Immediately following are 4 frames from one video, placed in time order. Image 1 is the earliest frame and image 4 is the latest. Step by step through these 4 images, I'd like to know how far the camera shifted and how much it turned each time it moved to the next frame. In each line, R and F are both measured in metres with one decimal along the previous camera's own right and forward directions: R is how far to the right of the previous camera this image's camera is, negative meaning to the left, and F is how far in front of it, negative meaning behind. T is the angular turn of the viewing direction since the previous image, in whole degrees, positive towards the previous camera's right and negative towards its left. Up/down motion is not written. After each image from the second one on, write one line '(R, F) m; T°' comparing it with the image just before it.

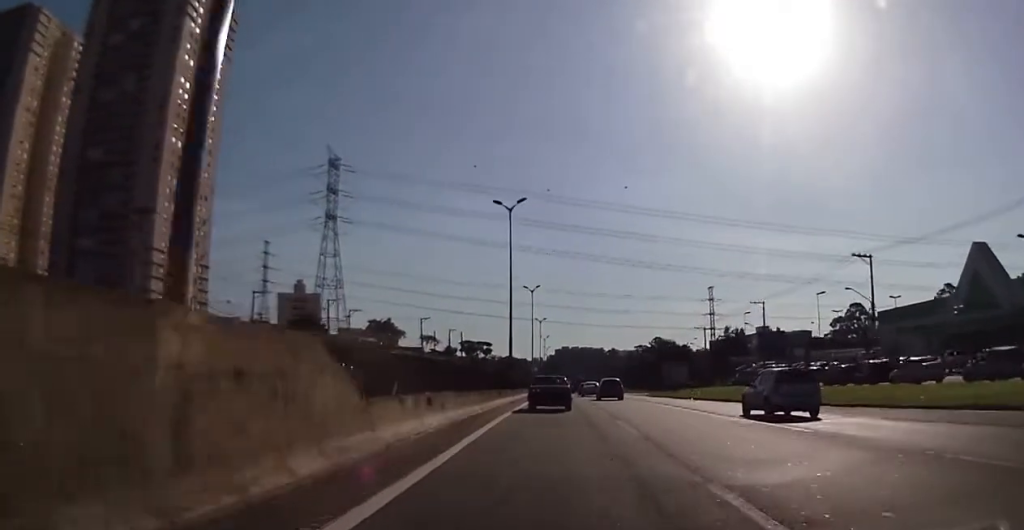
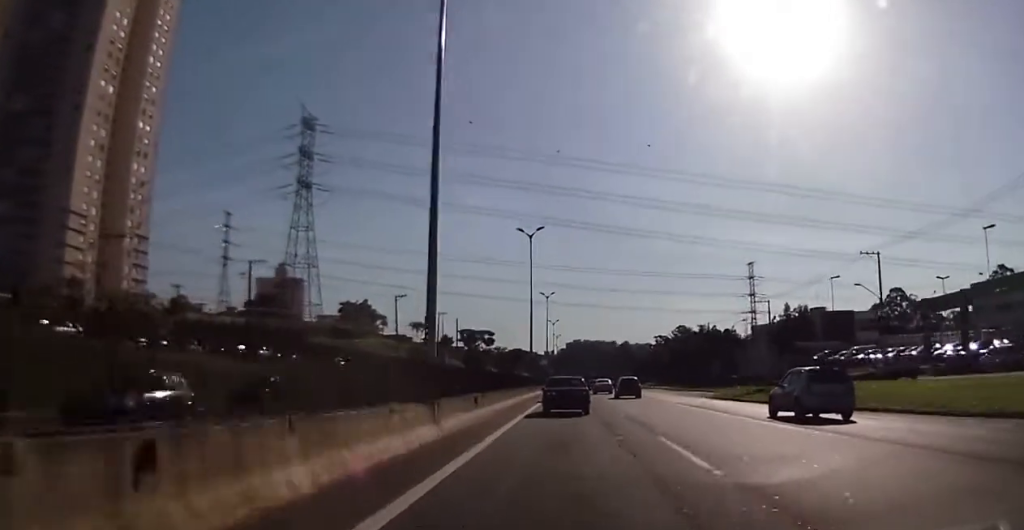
(-0.5, +32.0) m; -2°
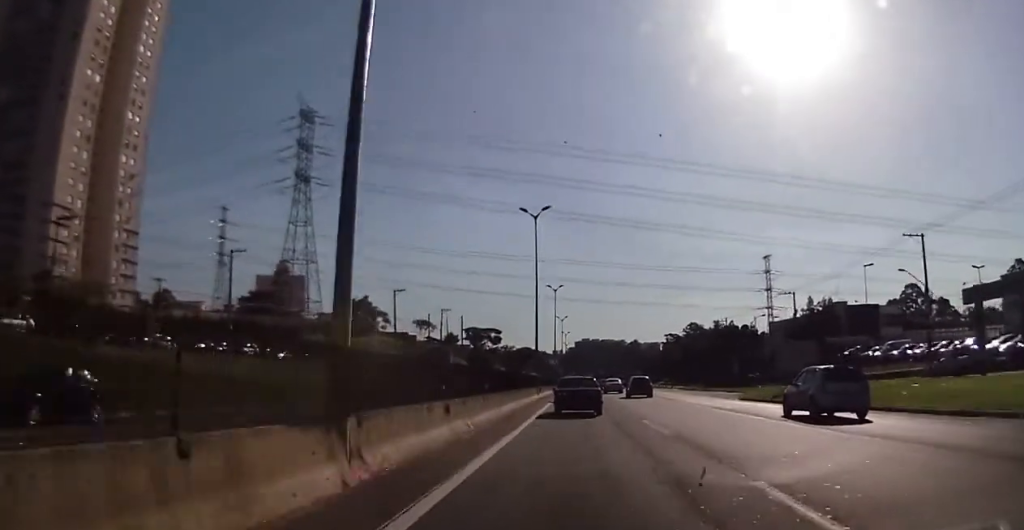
(0.0, +6.7) m; 0°
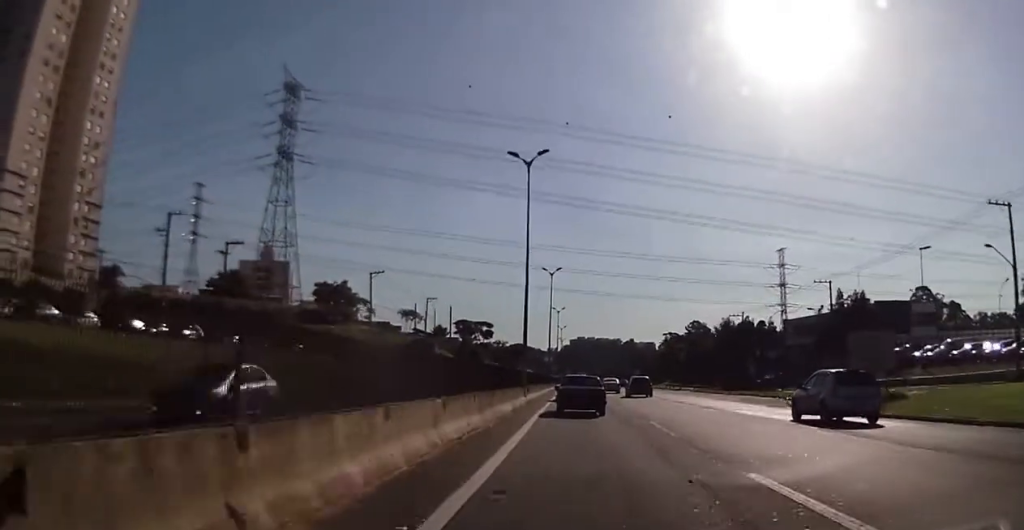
(0.0, +12.0) m; 0°
